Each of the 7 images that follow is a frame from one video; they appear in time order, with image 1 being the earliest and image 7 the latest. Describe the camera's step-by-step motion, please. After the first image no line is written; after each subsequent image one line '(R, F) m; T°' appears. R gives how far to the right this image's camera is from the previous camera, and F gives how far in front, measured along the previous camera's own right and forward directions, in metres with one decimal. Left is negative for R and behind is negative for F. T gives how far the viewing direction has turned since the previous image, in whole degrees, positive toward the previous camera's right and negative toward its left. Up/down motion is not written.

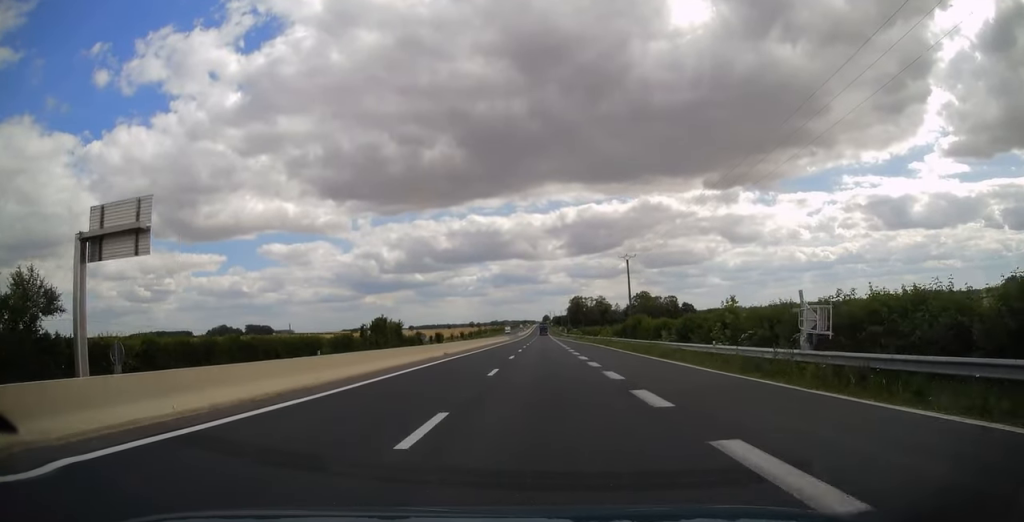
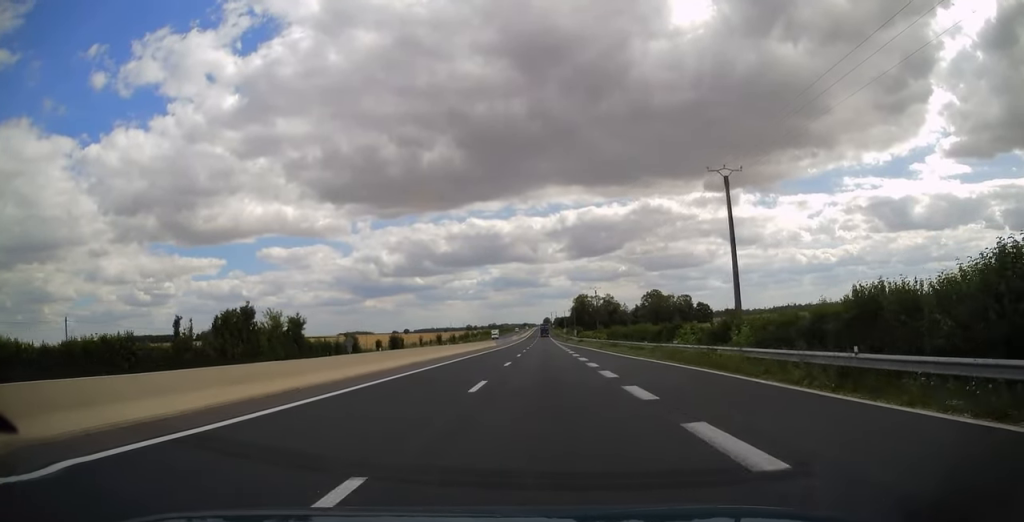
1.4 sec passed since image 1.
(-0.1, +42.9) m; 0°
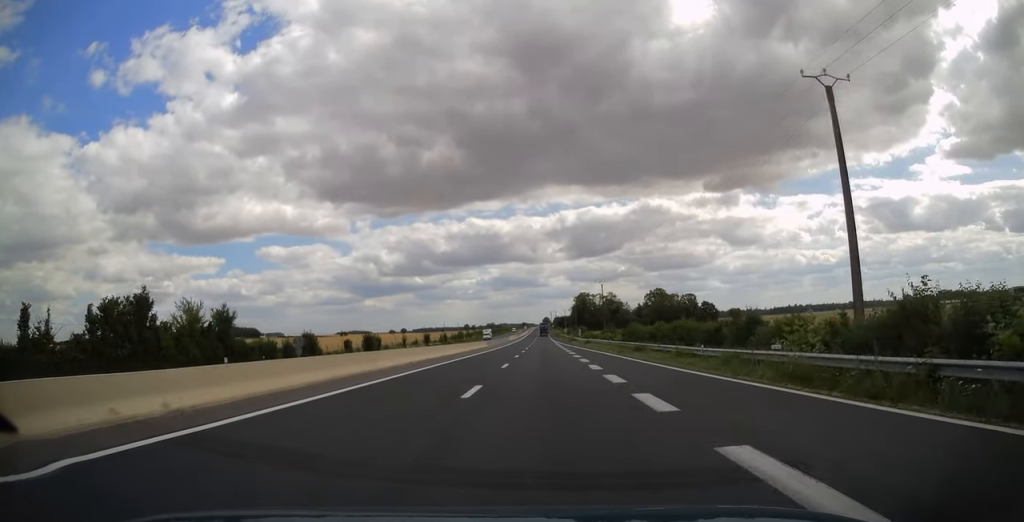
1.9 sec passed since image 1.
(0.0, +14.3) m; 0°
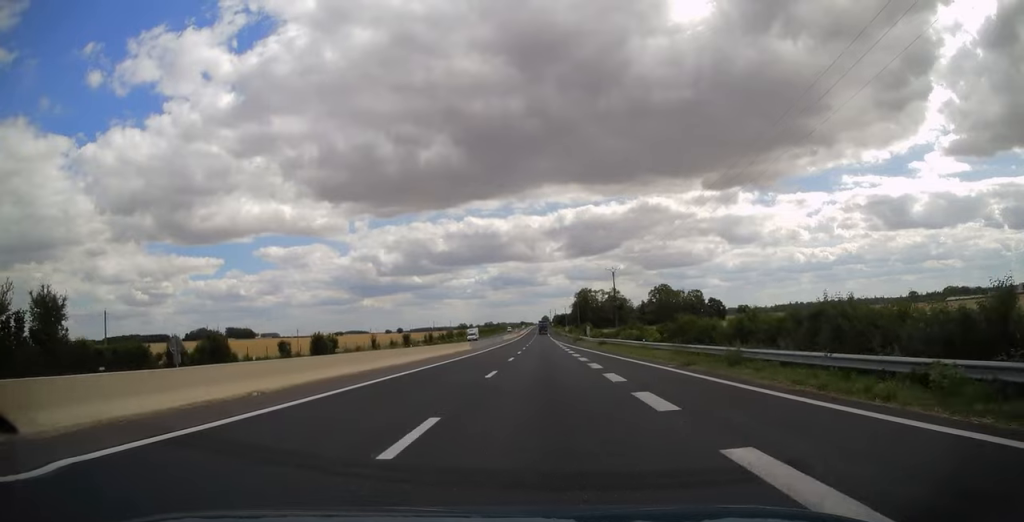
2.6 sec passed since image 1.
(0.0, +19.2) m; 0°
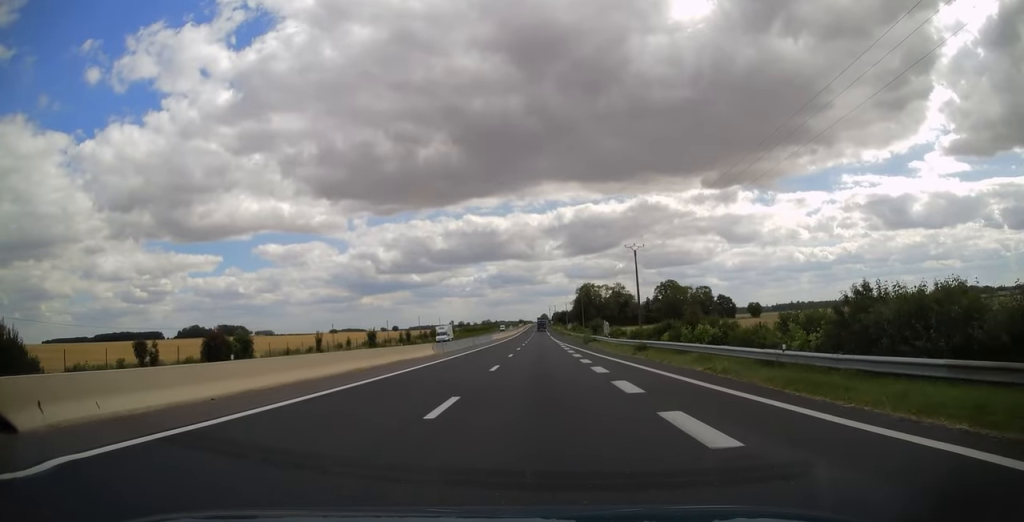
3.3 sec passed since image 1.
(0.0, +22.2) m; 0°
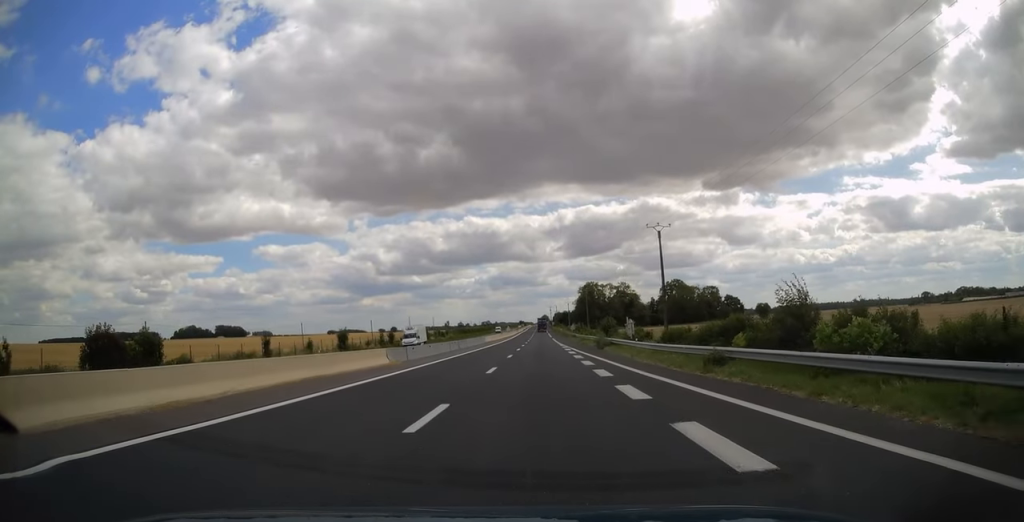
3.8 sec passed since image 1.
(-0.1, +13.8) m; 0°
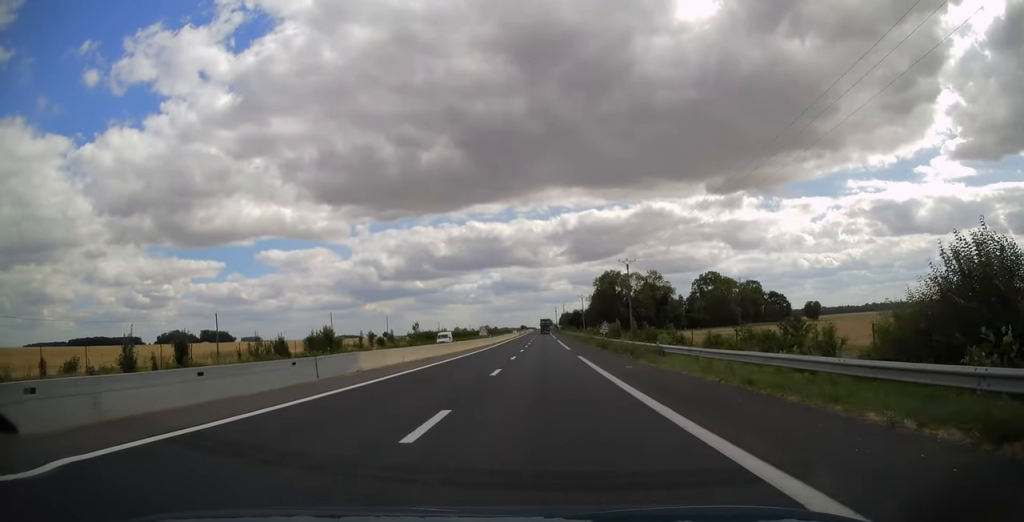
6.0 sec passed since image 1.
(0.0, +63.9) m; 0°
